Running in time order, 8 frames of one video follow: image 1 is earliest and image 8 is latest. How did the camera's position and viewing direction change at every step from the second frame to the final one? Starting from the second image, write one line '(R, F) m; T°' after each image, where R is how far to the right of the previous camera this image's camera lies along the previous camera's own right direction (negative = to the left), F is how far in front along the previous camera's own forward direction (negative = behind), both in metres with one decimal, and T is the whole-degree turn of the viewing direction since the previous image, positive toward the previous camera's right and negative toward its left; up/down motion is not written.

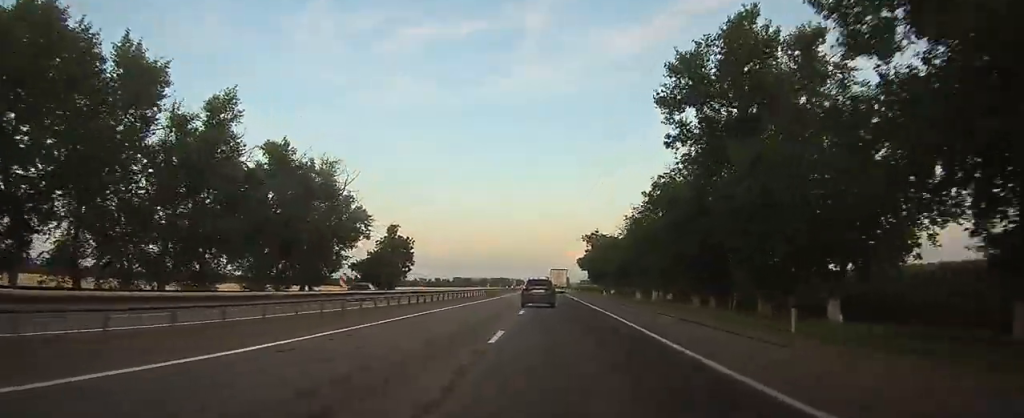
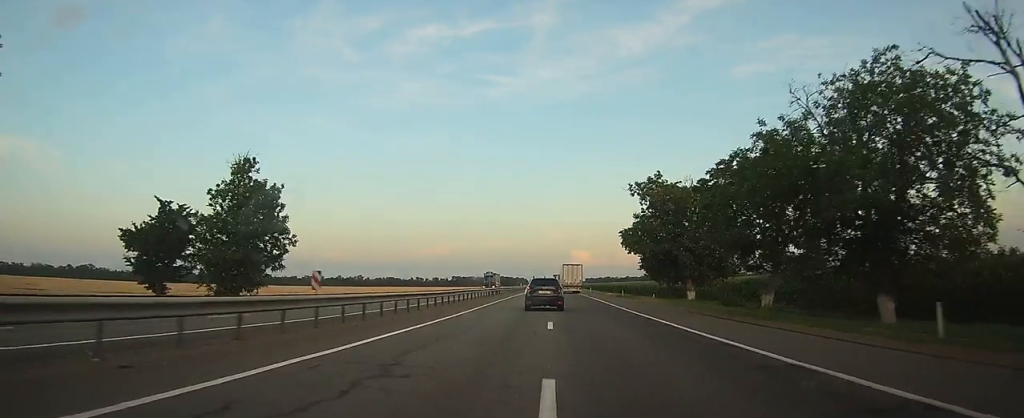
(-0.2, +56.4) m; -1°
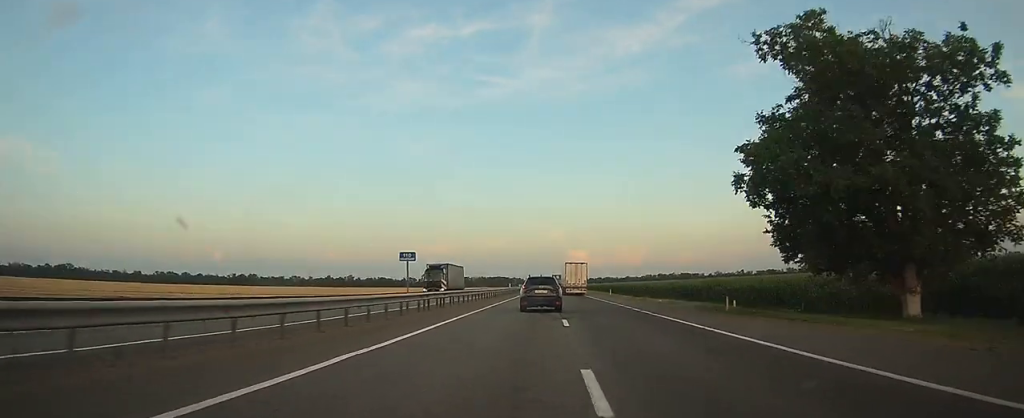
(-0.2, +35.3) m; 0°
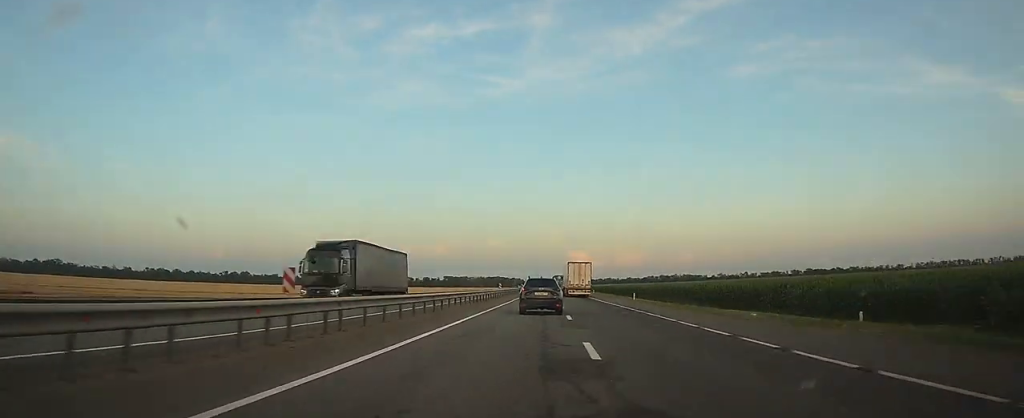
(0.0, +19.5) m; 0°
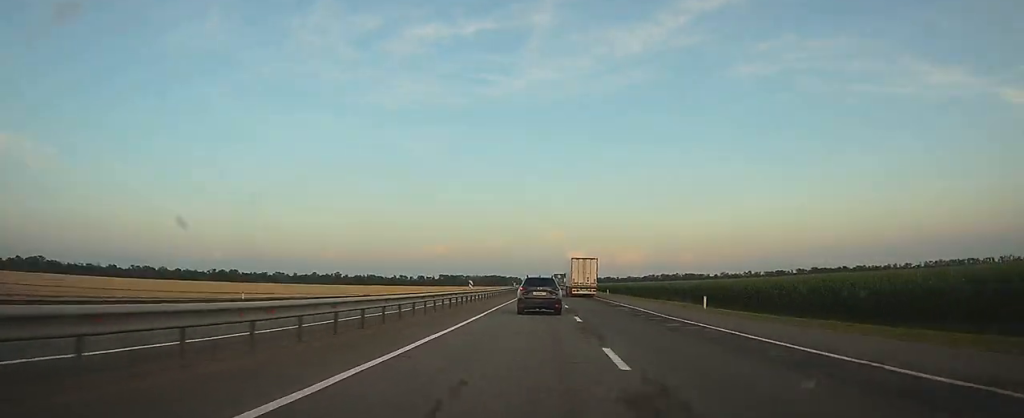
(0.0, +25.5) m; 0°
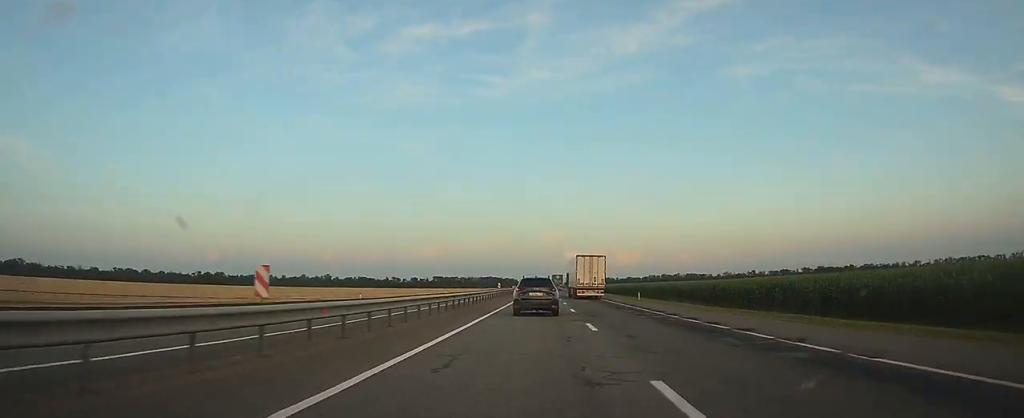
(0.0, +28.2) m; 0°
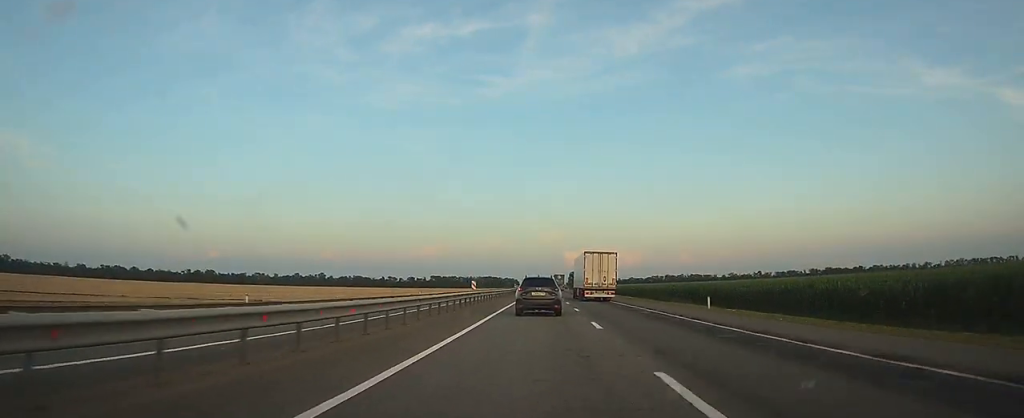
(+0.1, +23.0) m; 0°
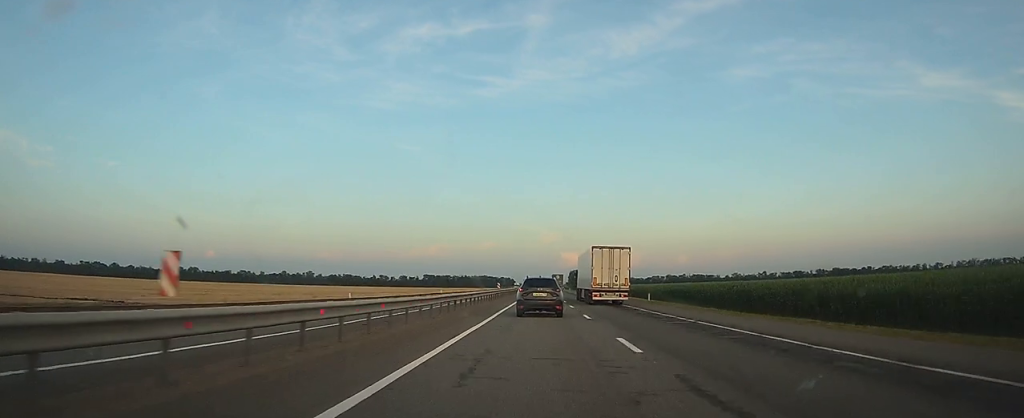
(+0.1, +29.9) m; 0°
